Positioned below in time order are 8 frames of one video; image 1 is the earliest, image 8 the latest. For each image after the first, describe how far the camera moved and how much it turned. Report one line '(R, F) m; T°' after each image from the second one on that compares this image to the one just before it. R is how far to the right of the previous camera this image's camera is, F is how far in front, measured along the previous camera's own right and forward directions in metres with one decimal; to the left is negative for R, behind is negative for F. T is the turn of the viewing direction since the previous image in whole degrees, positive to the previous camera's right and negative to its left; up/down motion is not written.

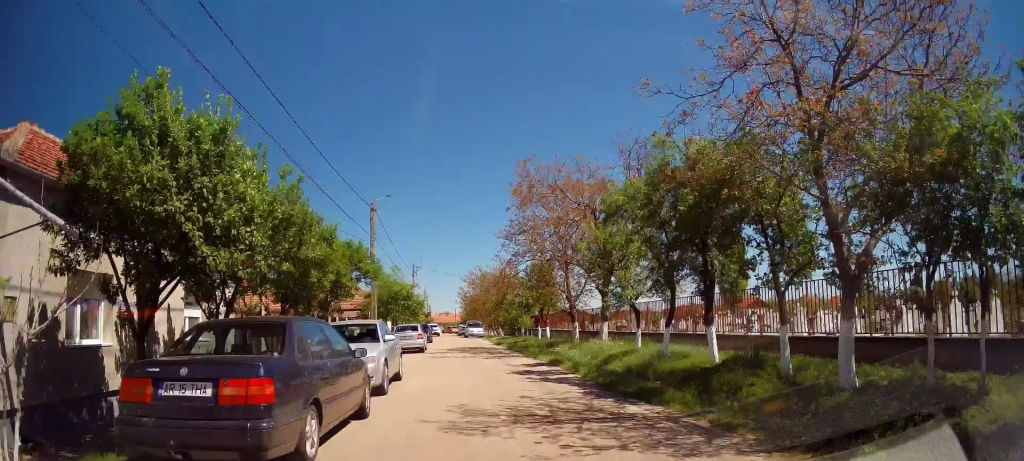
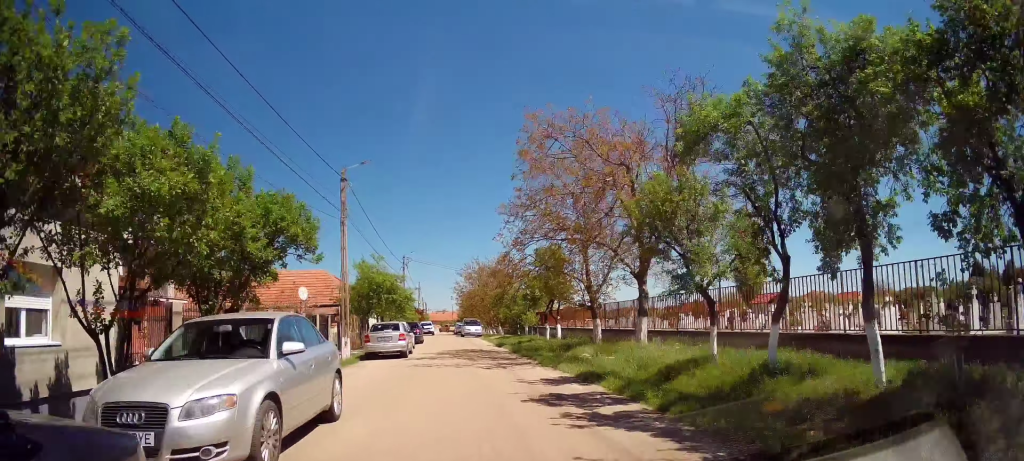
(0.0, +5.8) m; +1°
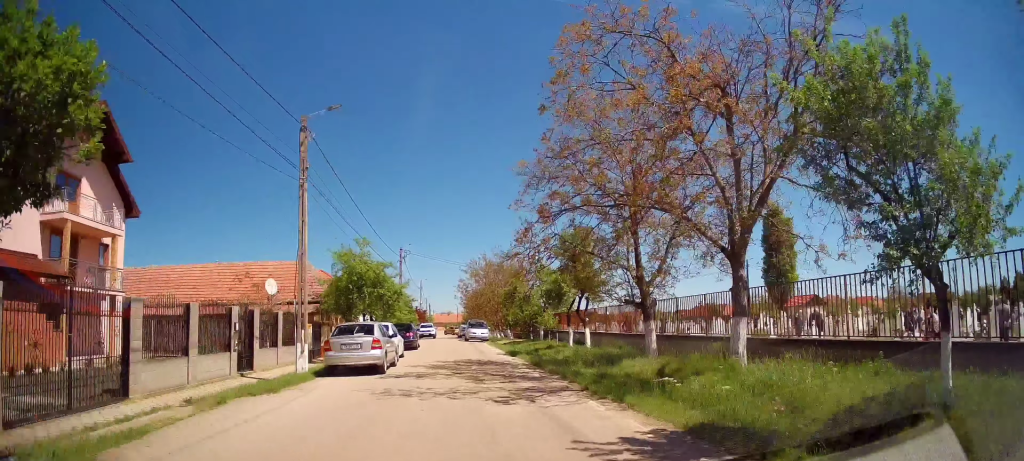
(+0.2, +6.1) m; 0°
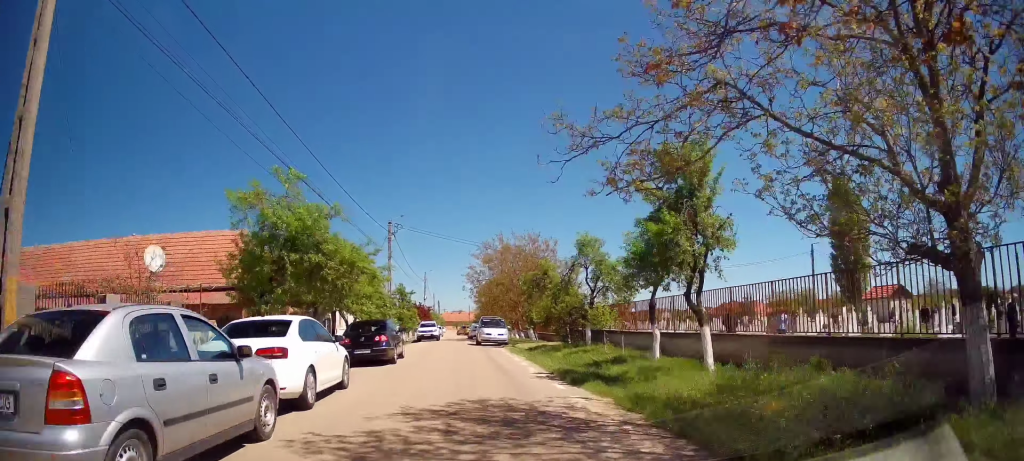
(-0.1, +11.3) m; -4°
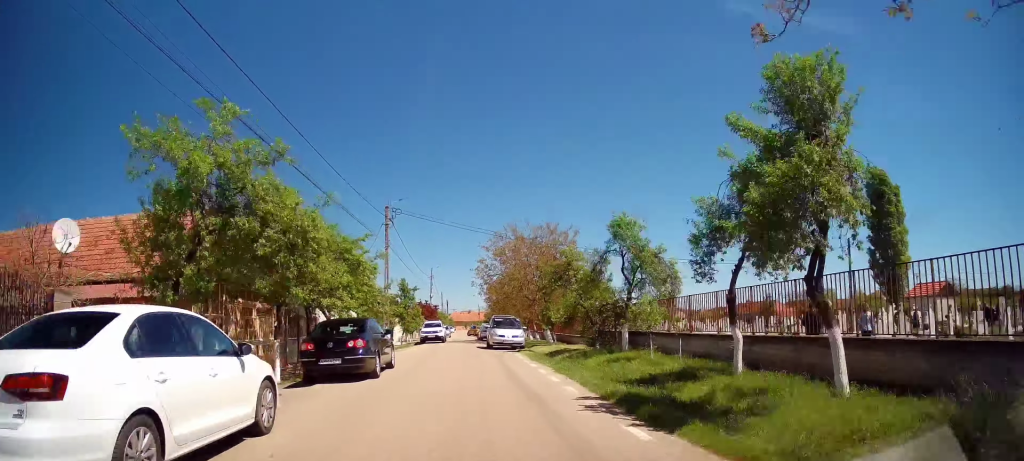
(-0.1, +4.6) m; -1°
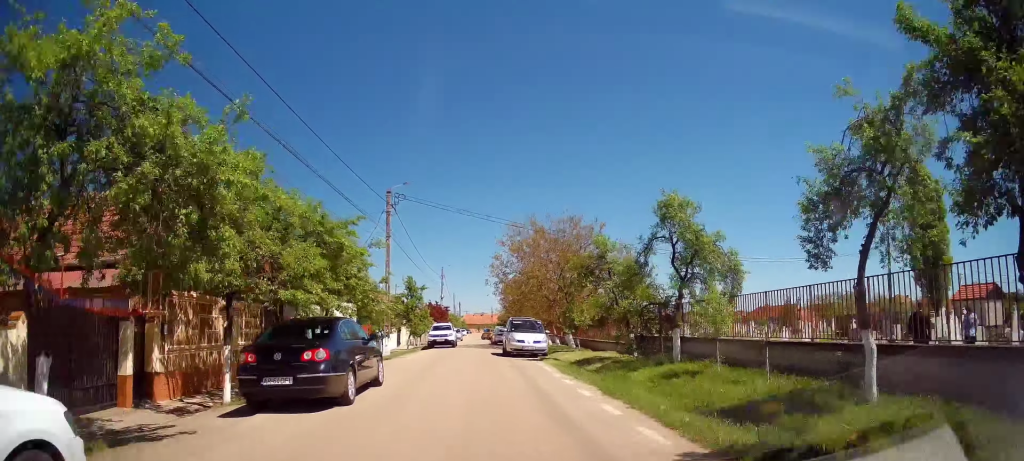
(-0.1, +4.0) m; -1°
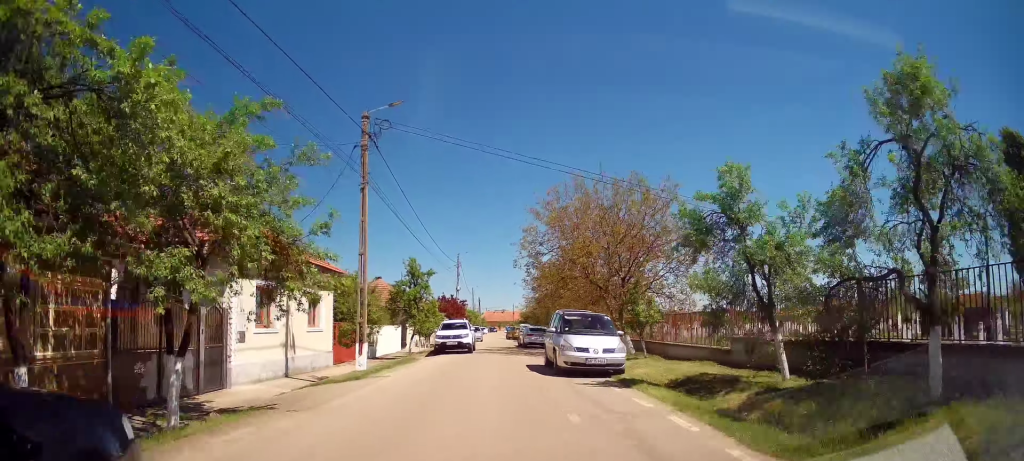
(0.0, +9.8) m; 0°
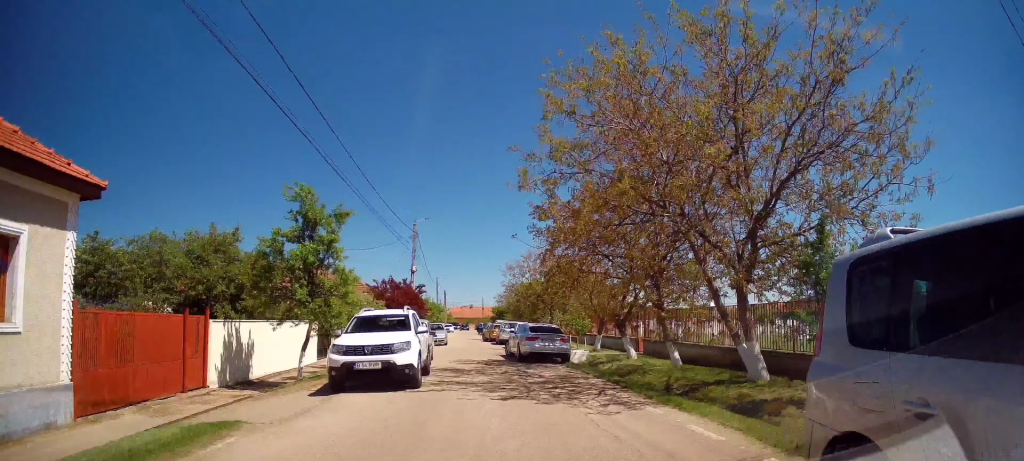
(0.0, +15.2) m; +2°
